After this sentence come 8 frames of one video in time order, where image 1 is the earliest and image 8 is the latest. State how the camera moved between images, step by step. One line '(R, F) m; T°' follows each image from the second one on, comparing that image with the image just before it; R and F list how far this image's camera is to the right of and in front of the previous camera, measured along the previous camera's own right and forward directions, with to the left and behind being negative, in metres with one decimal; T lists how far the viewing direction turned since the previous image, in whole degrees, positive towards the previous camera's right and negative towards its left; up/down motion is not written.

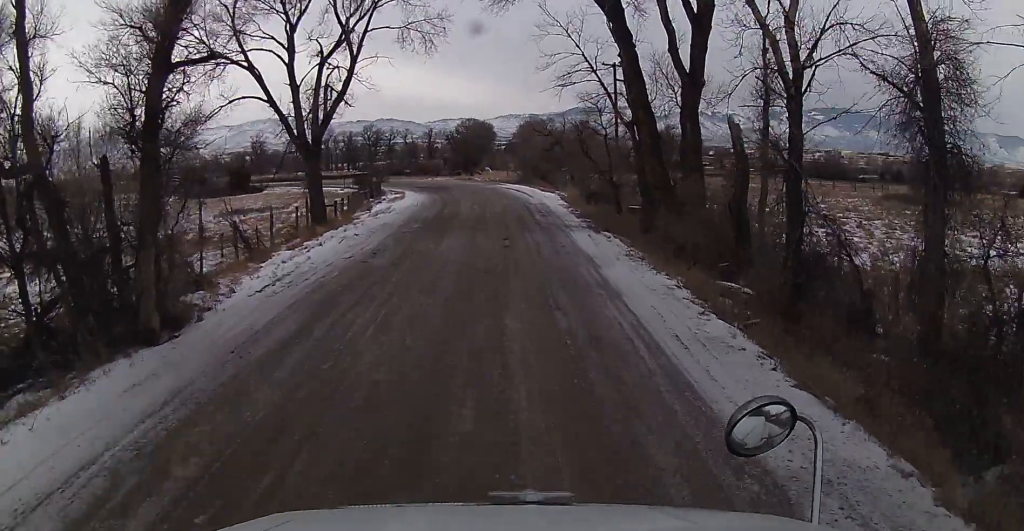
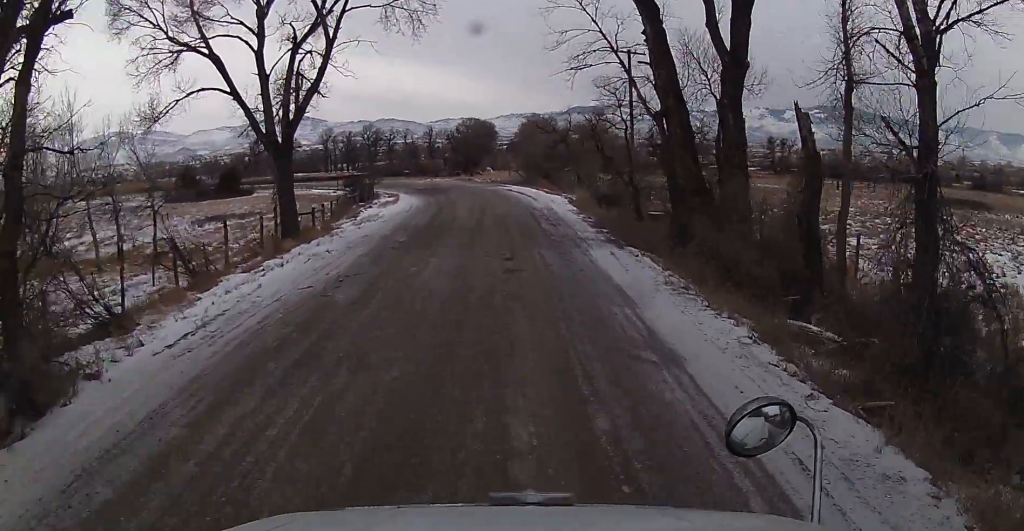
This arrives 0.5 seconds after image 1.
(0.0, +5.1) m; -1°
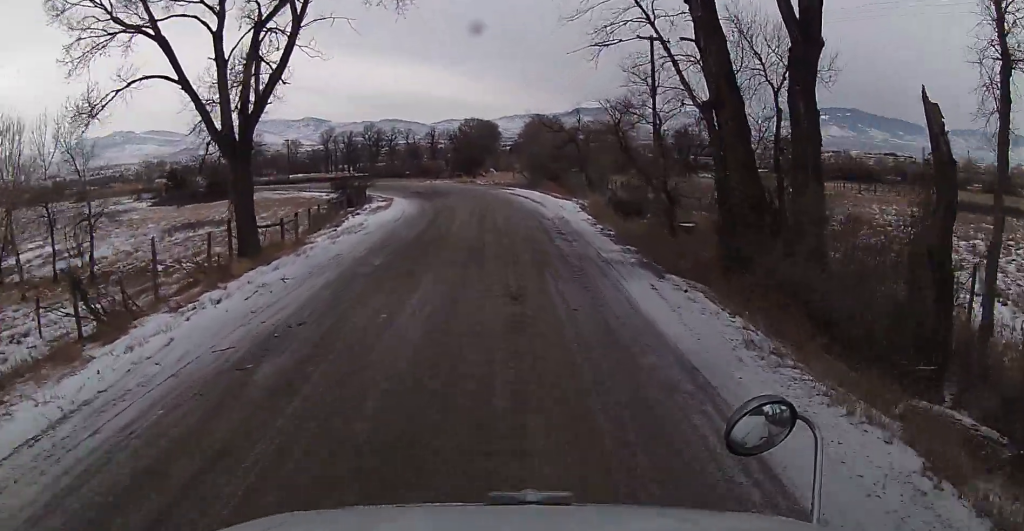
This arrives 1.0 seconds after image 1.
(0.0, +5.4) m; -1°
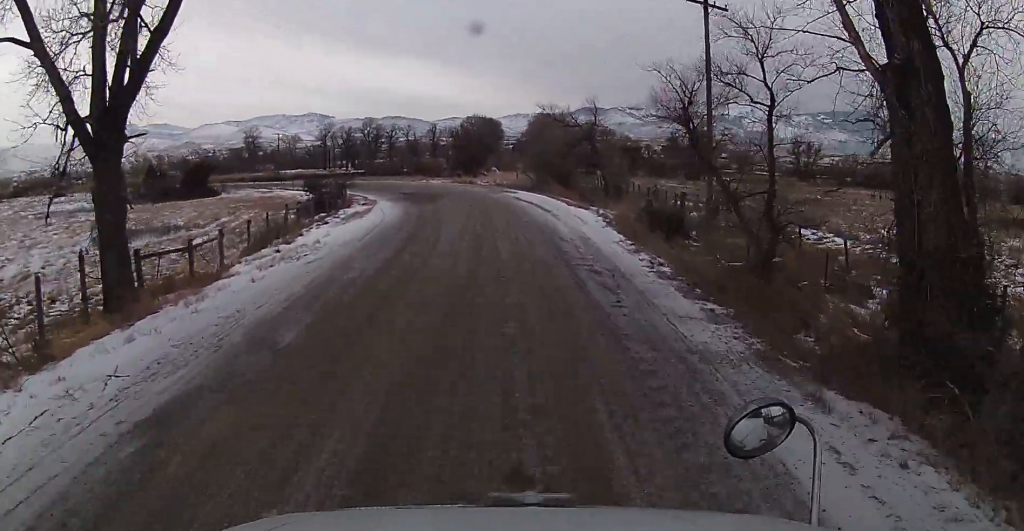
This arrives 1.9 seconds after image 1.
(-0.4, +8.8) m; 0°
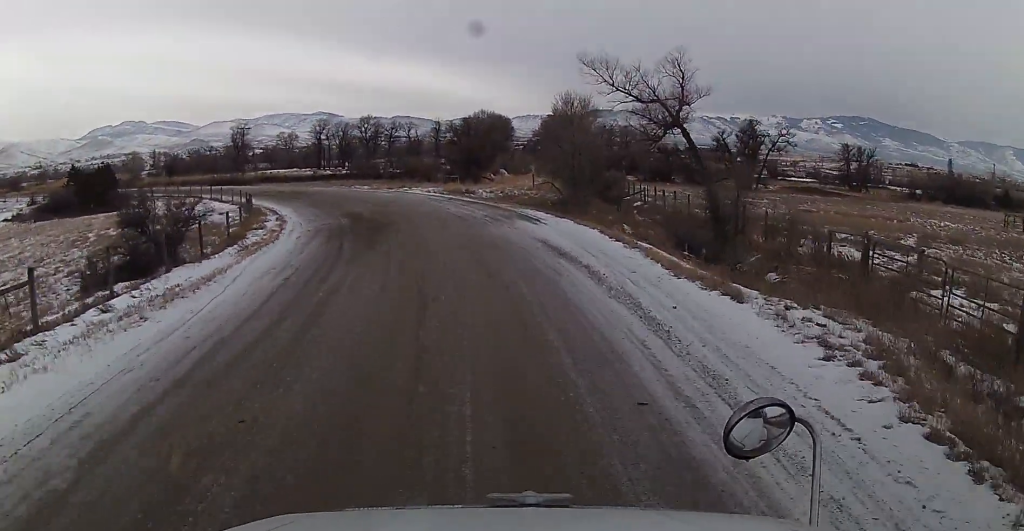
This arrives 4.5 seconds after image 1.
(+0.1, +23.3) m; -1°
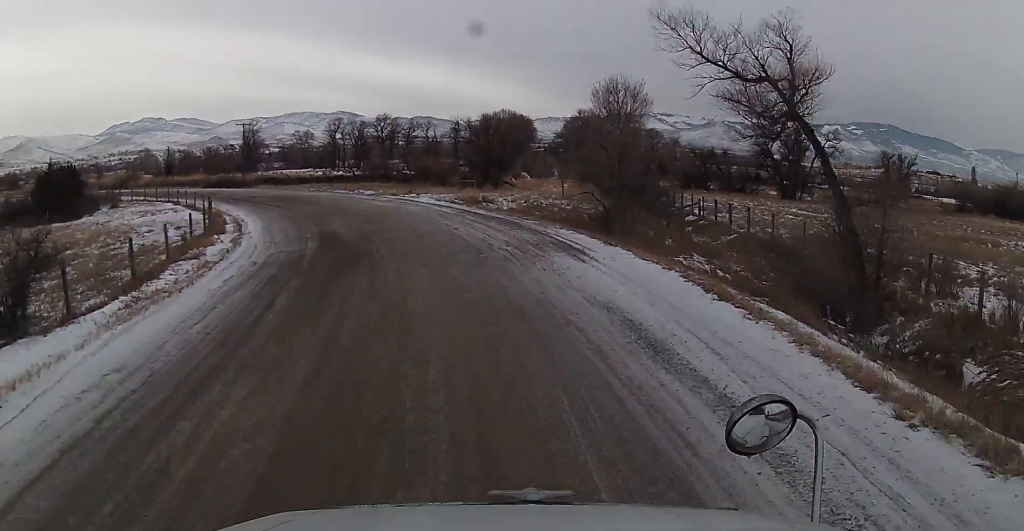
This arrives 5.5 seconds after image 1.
(-0.1, +8.9) m; -2°
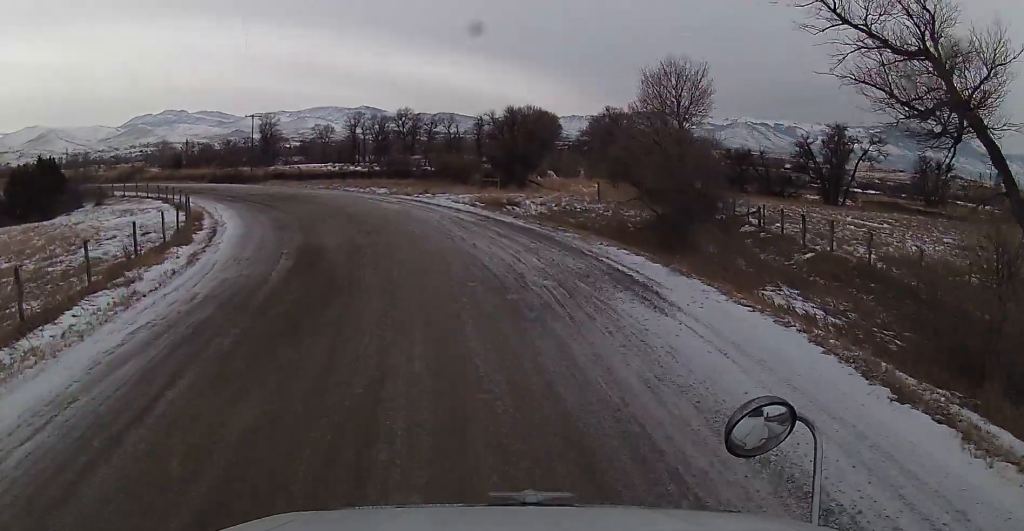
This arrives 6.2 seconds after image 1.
(-0.1, +6.0) m; -2°
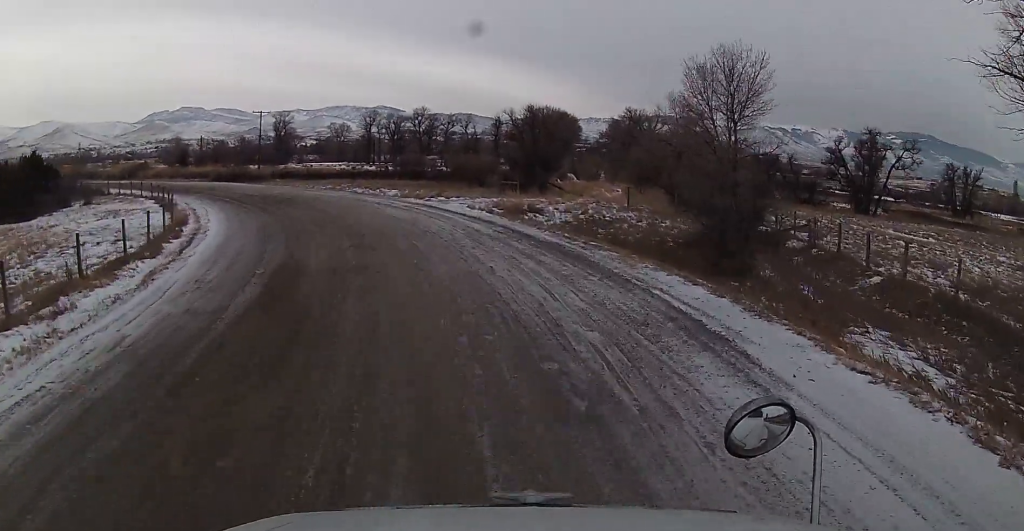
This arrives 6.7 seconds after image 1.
(+0.1, +4.0) m; -2°
